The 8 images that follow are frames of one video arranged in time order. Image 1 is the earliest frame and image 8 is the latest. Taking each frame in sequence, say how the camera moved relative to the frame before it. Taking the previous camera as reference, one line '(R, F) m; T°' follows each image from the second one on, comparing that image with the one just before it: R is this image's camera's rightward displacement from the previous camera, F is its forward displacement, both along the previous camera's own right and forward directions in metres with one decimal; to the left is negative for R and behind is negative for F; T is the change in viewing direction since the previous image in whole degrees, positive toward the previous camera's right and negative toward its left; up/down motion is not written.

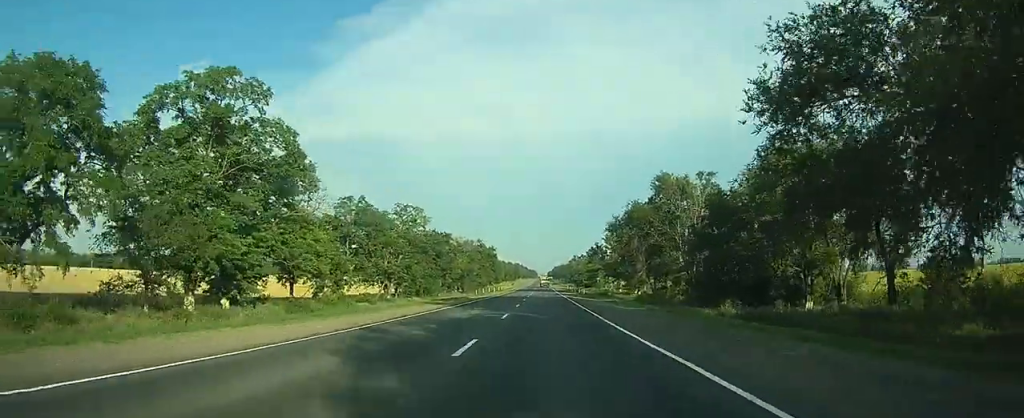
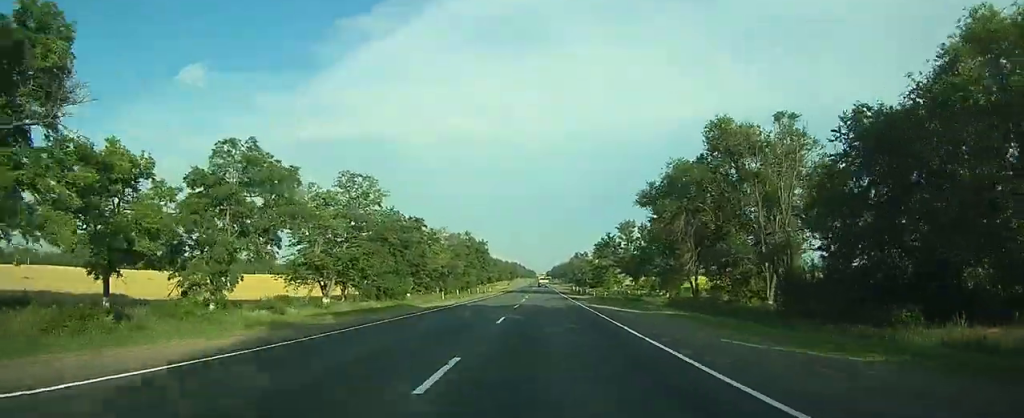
(0.0, +27.4) m; 0°
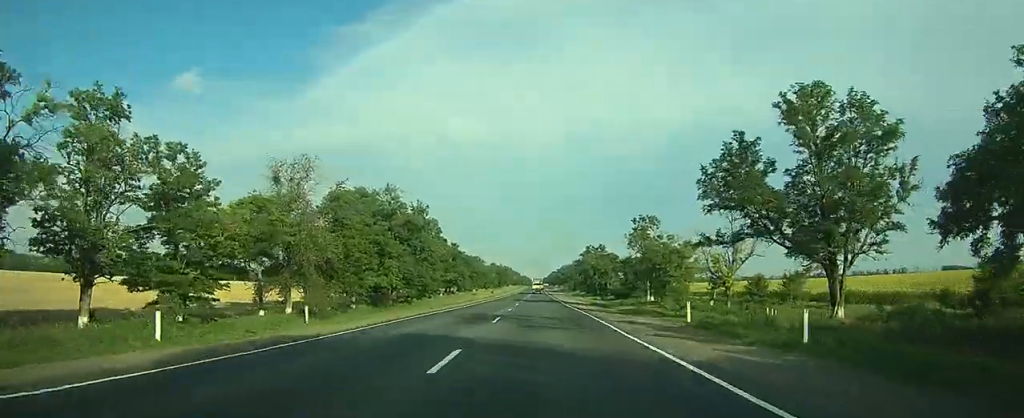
(+0.1, +82.5) m; 0°
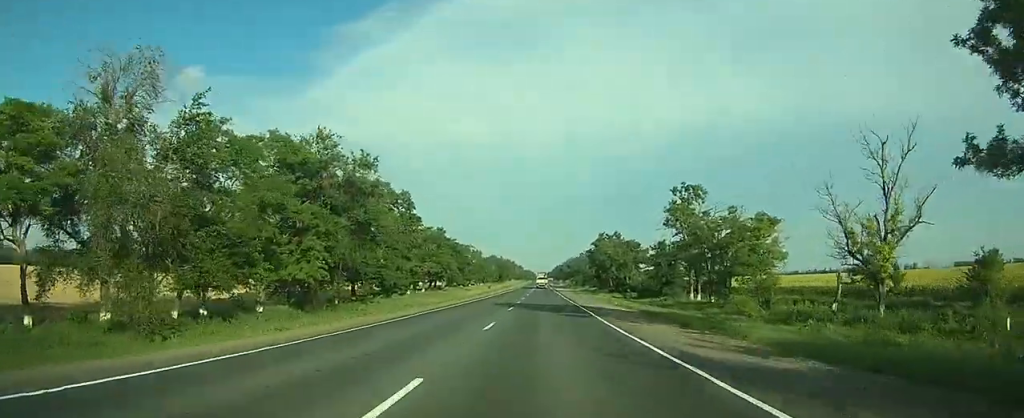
(+0.1, +27.9) m; 0°
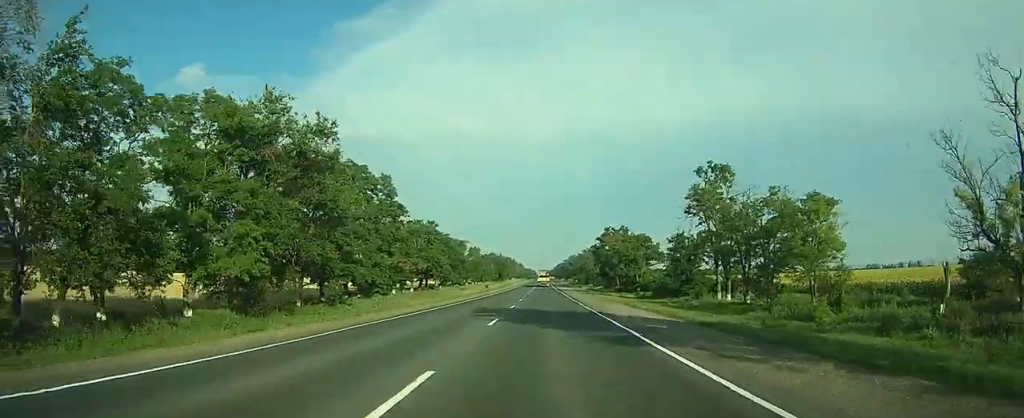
(0.0, +11.6) m; 0°
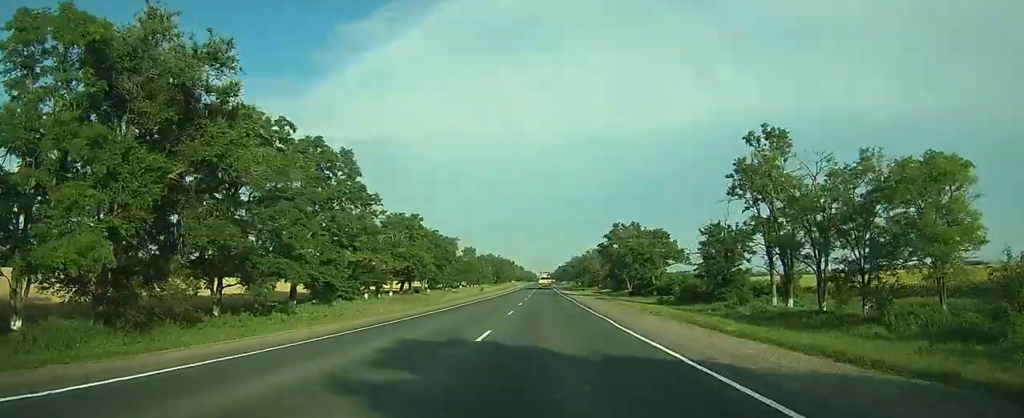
(0.0, +15.9) m; 0°
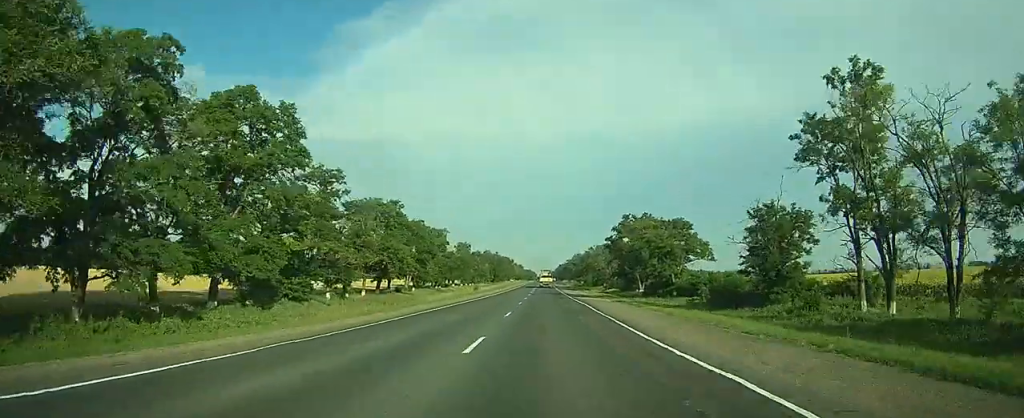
(0.0, +14.9) m; 0°
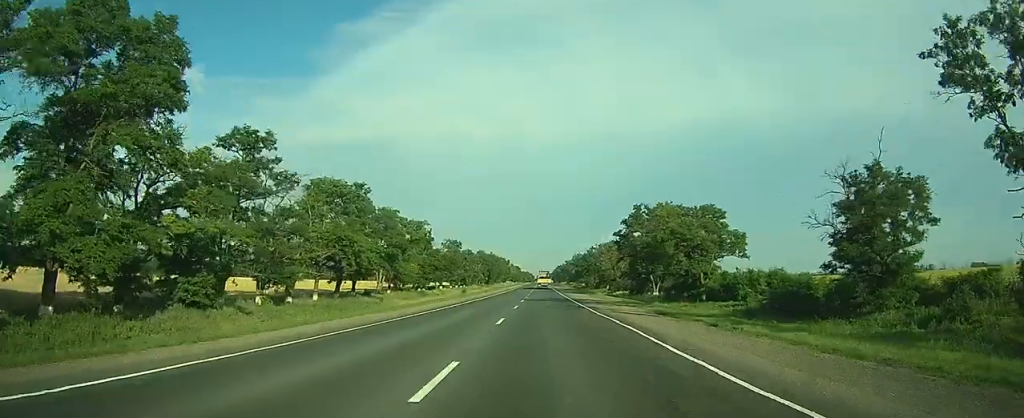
(0.0, +16.5) m; 0°
